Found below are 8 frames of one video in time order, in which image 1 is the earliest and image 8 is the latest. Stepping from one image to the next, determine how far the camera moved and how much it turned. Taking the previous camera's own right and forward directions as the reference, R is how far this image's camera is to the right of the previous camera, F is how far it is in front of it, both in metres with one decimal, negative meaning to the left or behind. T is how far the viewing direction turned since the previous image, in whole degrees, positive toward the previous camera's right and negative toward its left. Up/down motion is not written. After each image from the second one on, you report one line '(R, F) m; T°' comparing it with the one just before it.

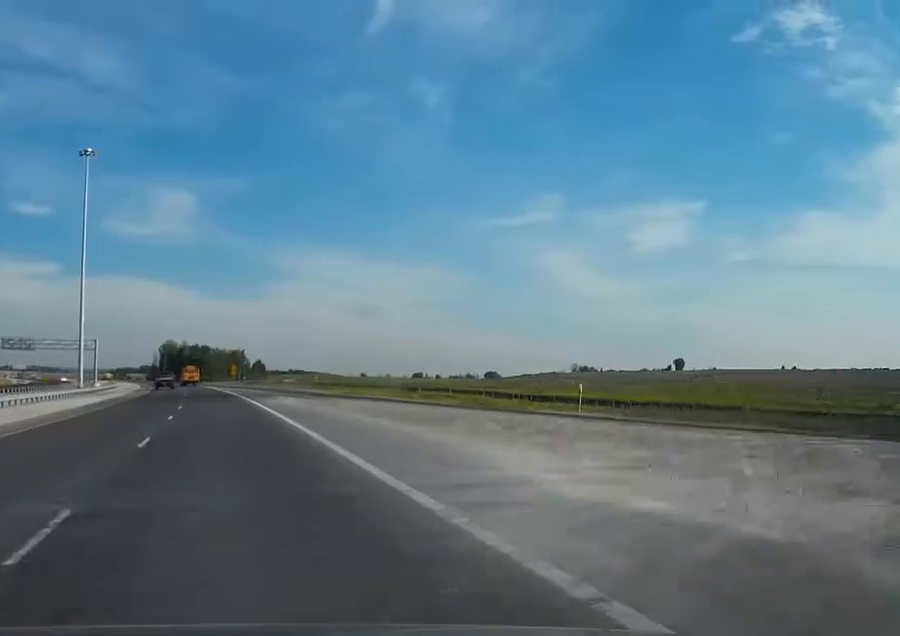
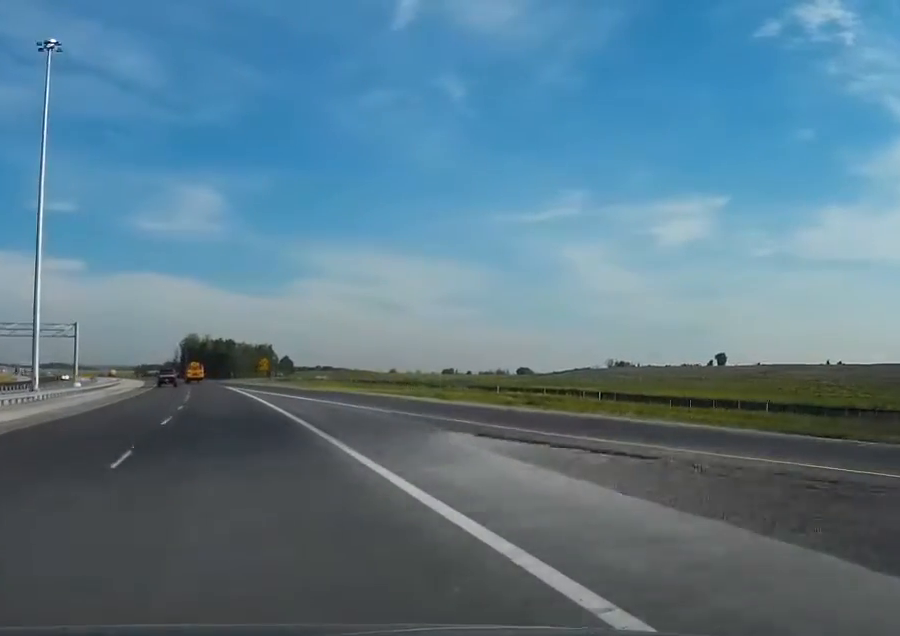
(-0.6, +40.2) m; -2°
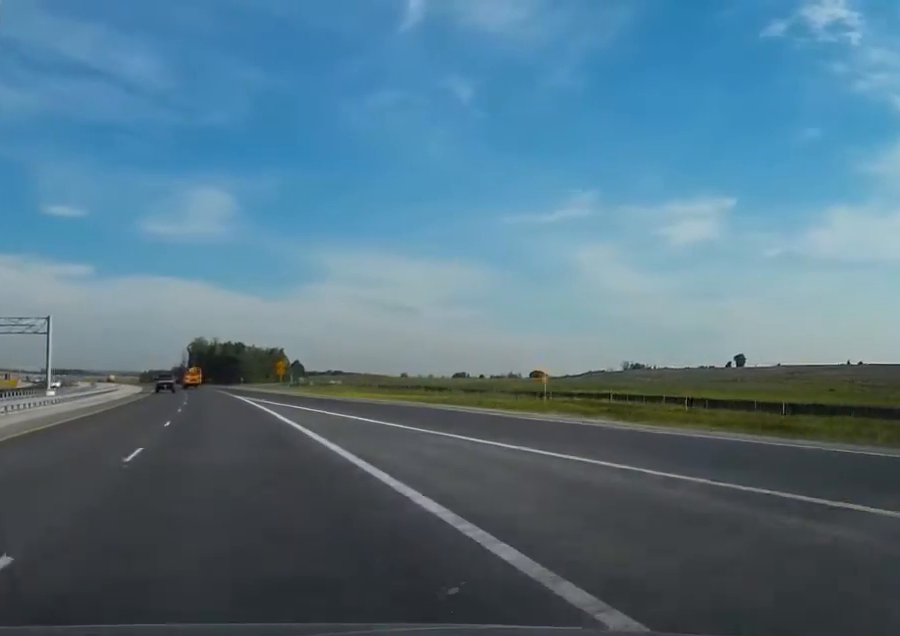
(-0.1, +21.1) m; -1°
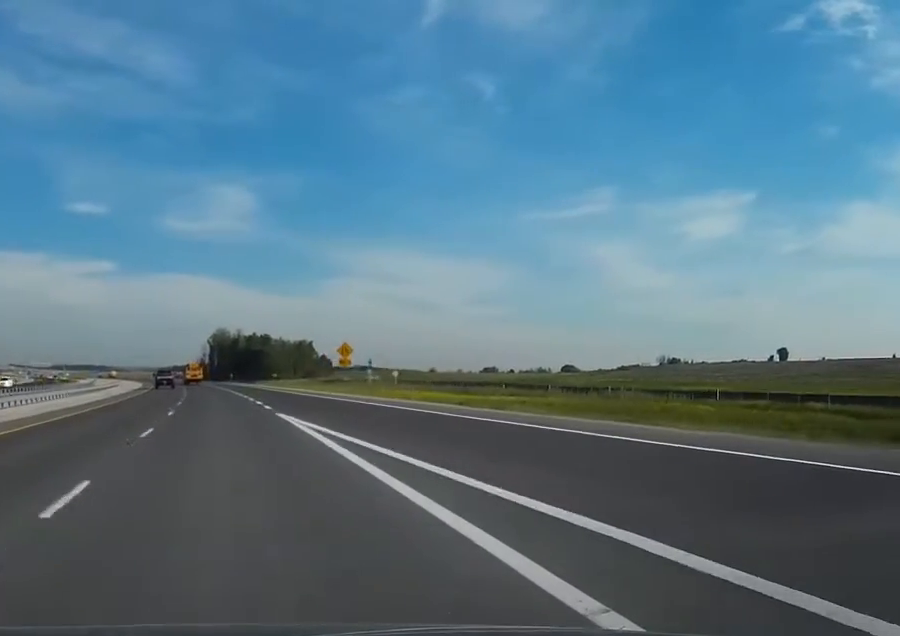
(-0.5, +42.2) m; -1°
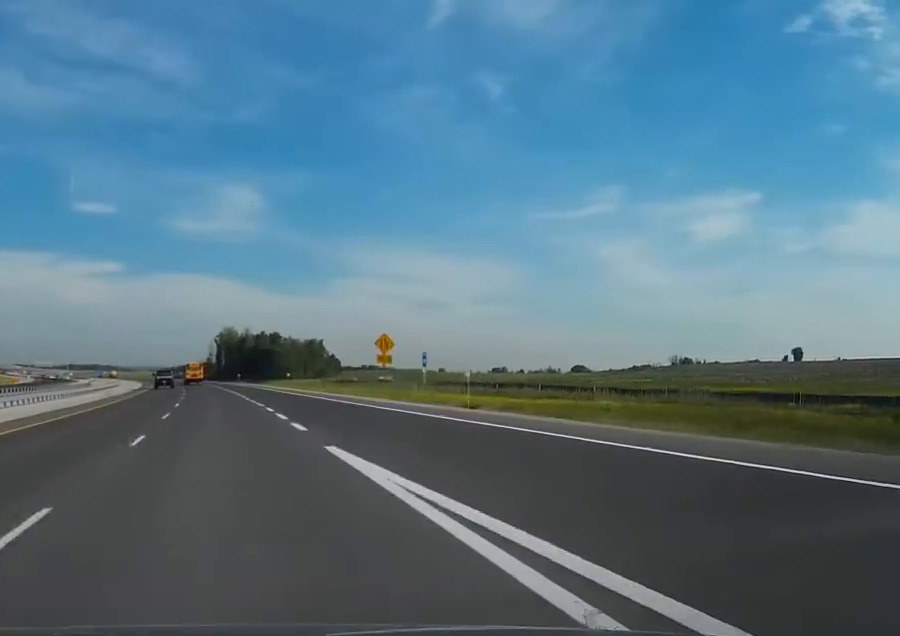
(-0.1, +14.1) m; -1°
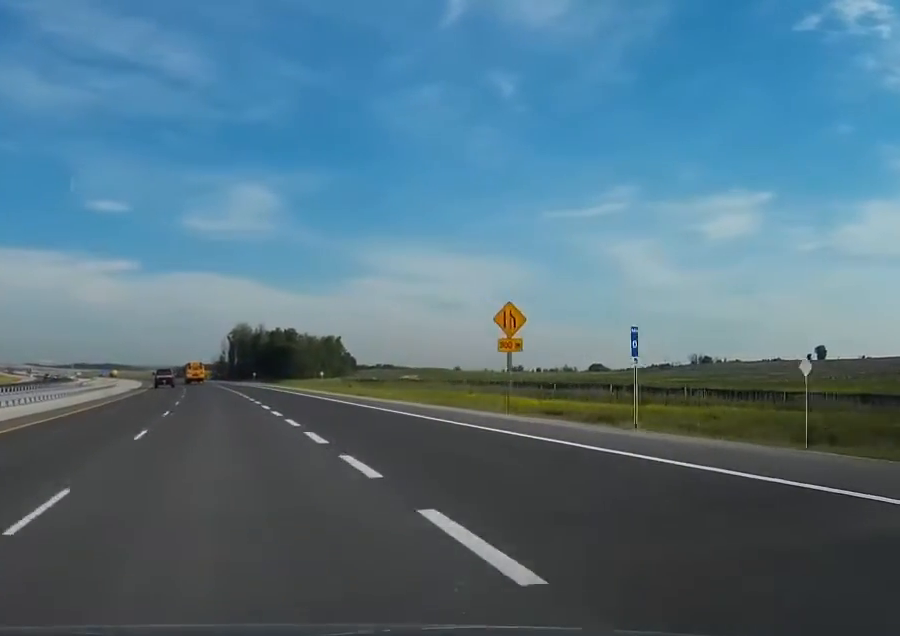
(-0.2, +22.1) m; -1°
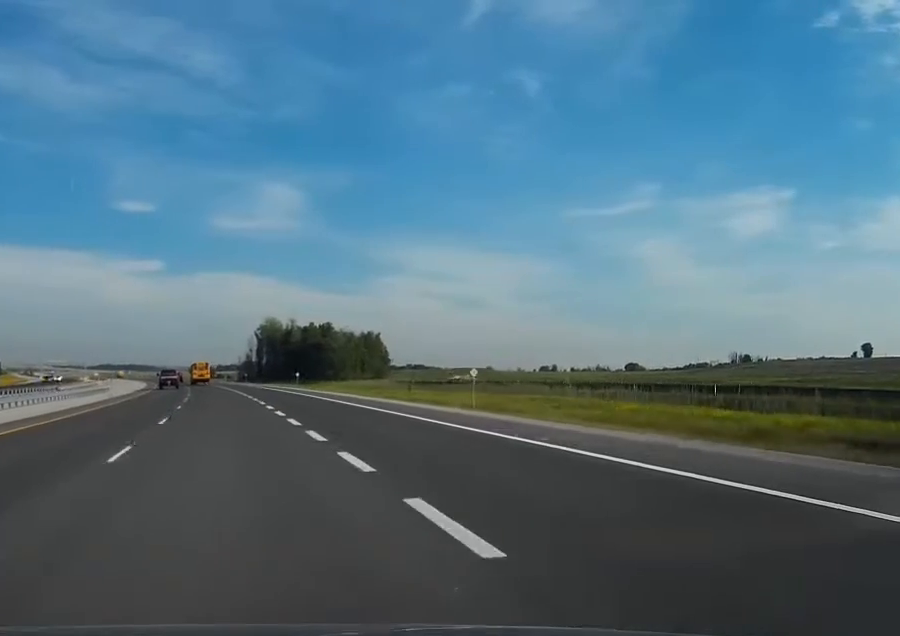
(-0.4, +40.4) m; -1°
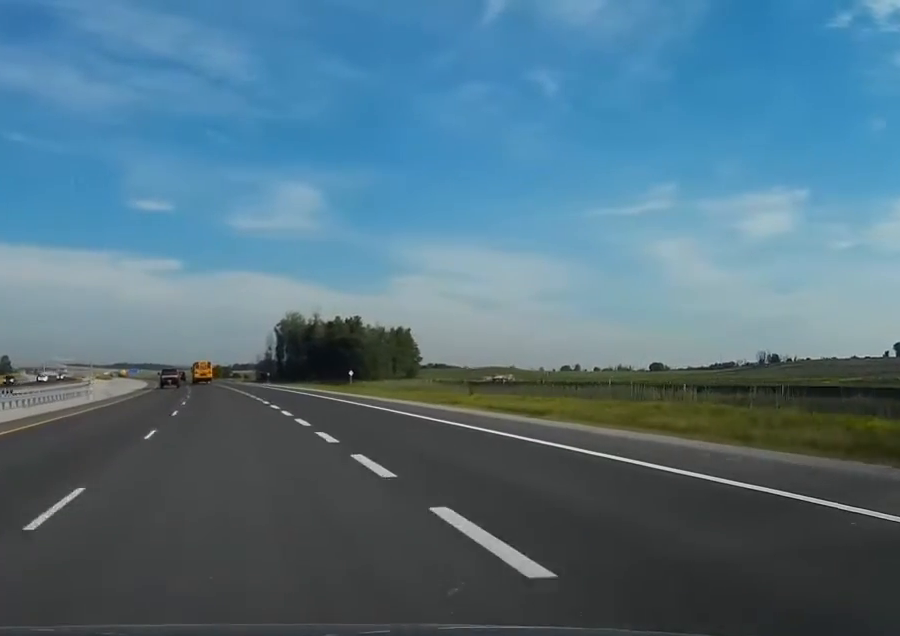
(-0.2, +30.4) m; -1°
